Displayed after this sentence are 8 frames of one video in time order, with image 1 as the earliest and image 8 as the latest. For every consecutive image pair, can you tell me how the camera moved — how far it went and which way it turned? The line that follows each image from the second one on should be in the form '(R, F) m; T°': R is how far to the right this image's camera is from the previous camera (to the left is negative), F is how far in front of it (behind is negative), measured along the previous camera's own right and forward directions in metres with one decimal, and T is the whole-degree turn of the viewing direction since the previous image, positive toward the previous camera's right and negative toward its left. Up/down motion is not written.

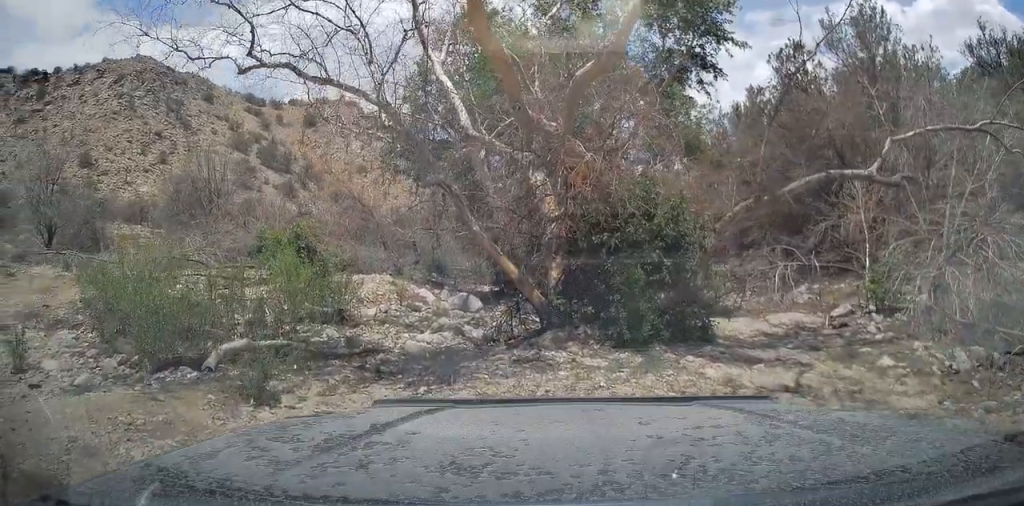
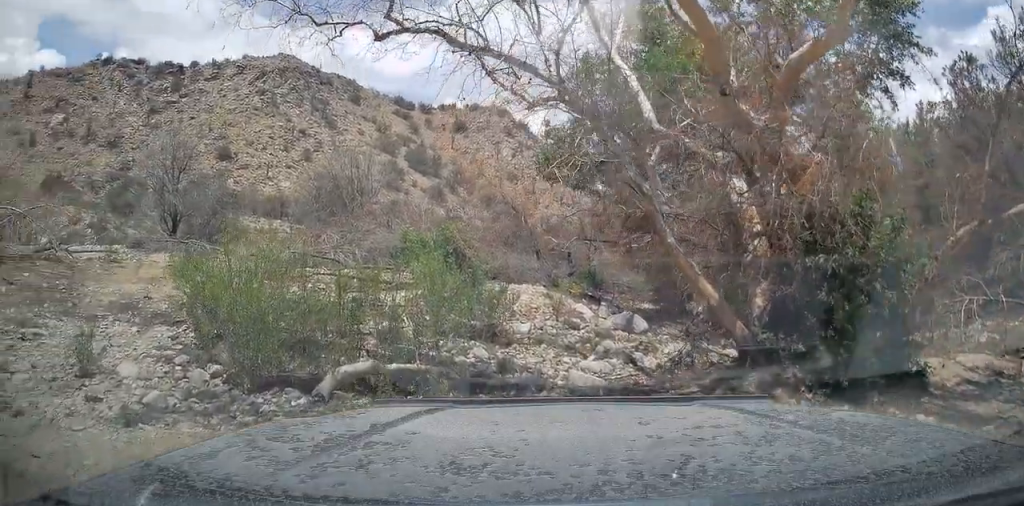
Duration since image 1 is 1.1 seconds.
(0.0, +2.2) m; -14°
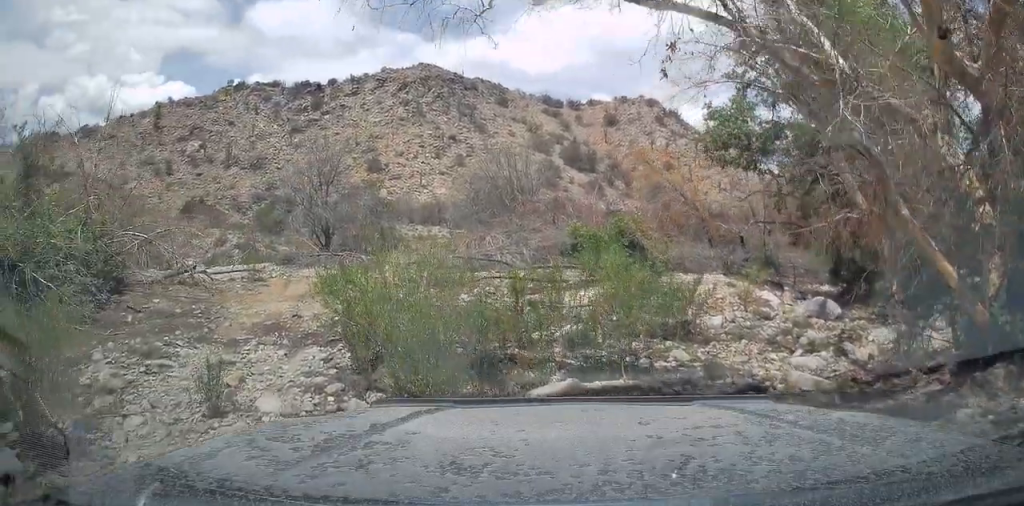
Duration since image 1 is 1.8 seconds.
(-0.2, +1.4) m; -18°
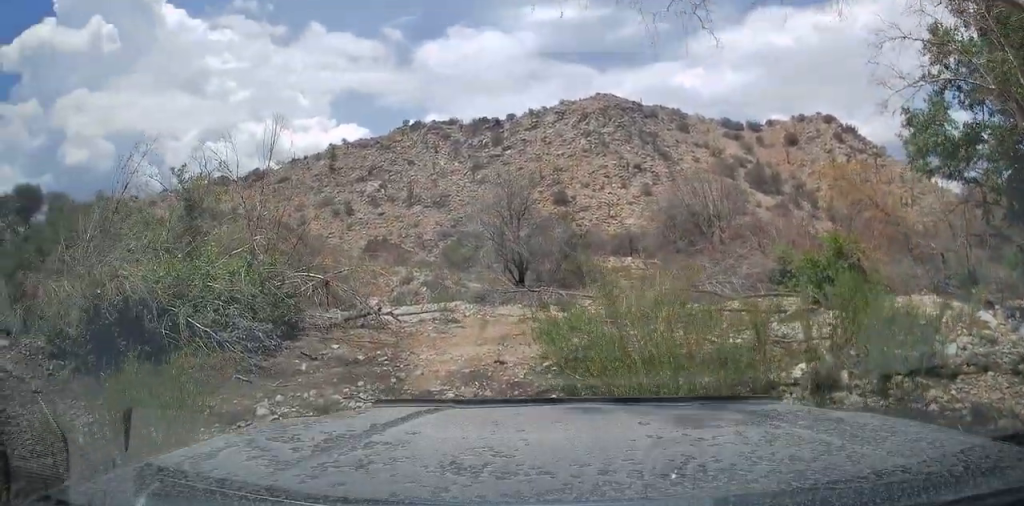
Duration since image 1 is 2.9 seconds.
(-0.6, +2.1) m; -24°
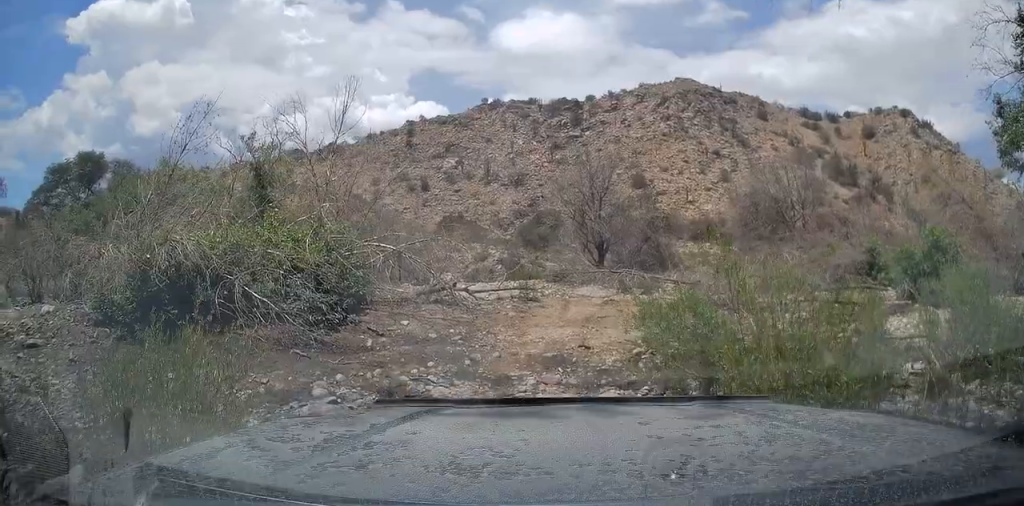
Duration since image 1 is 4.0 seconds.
(-0.2, +1.7) m; -7°
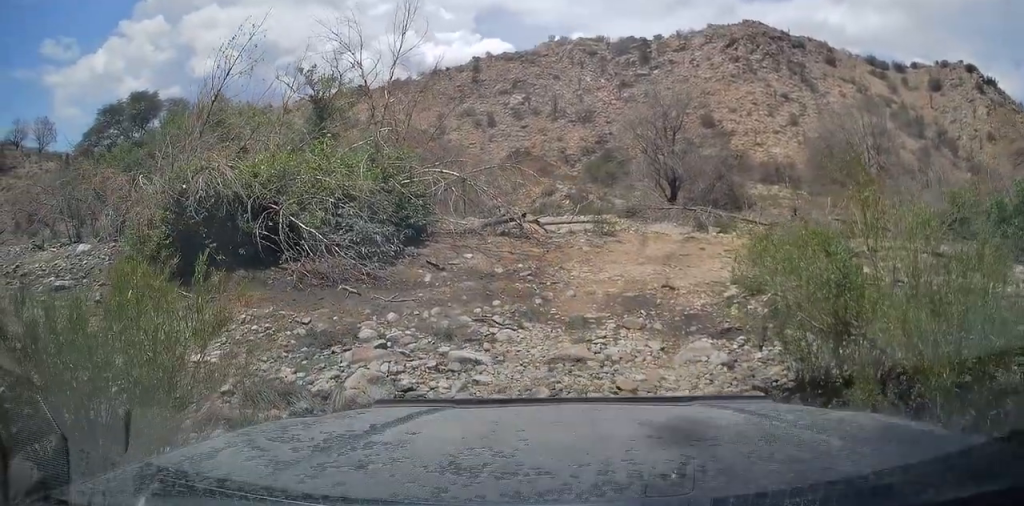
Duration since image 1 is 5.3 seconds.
(+0.1, +1.4) m; 0°
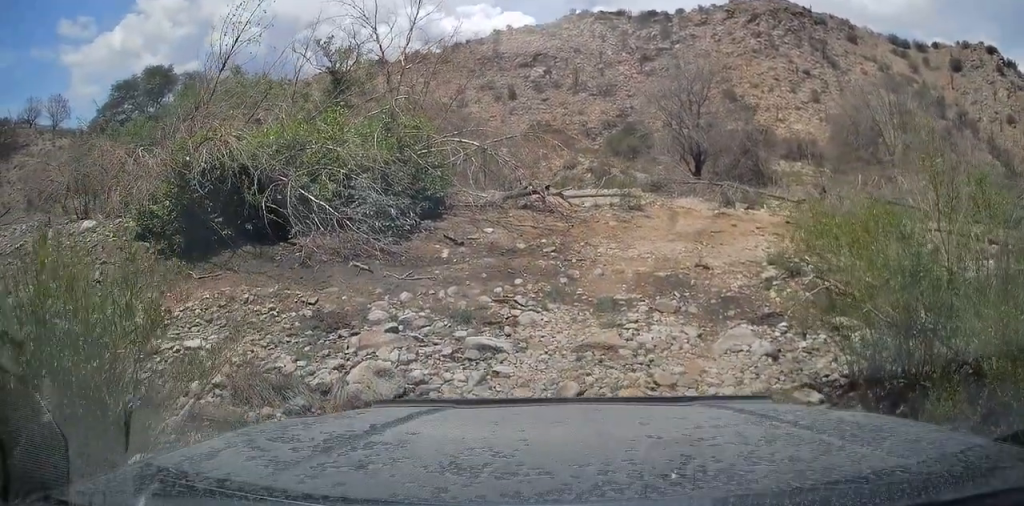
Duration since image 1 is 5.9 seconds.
(-0.2, +1.0) m; 0°
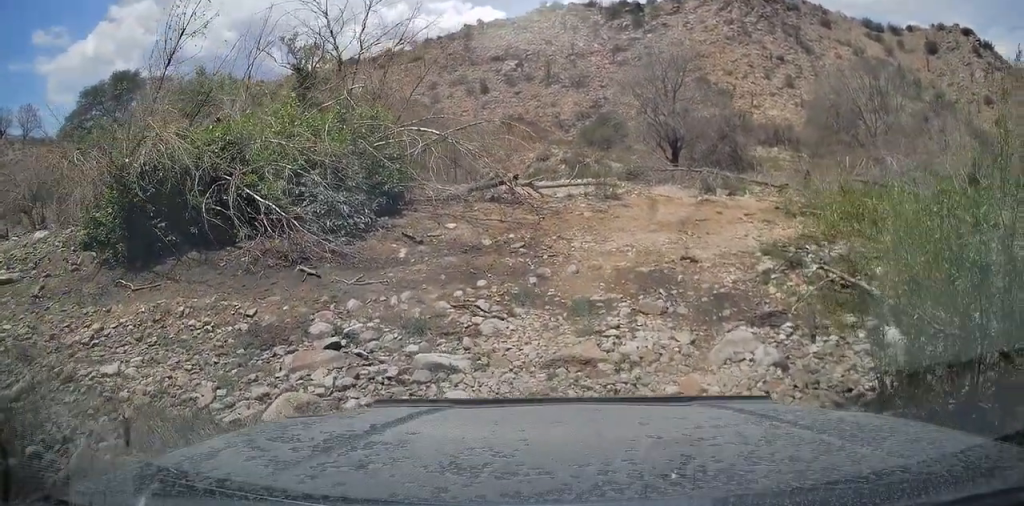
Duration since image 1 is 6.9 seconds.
(-0.1, +1.4) m; +4°
